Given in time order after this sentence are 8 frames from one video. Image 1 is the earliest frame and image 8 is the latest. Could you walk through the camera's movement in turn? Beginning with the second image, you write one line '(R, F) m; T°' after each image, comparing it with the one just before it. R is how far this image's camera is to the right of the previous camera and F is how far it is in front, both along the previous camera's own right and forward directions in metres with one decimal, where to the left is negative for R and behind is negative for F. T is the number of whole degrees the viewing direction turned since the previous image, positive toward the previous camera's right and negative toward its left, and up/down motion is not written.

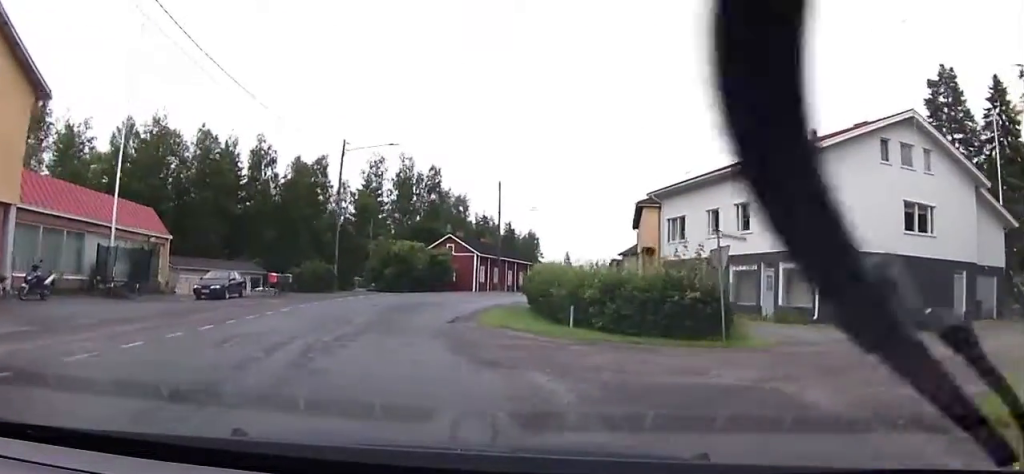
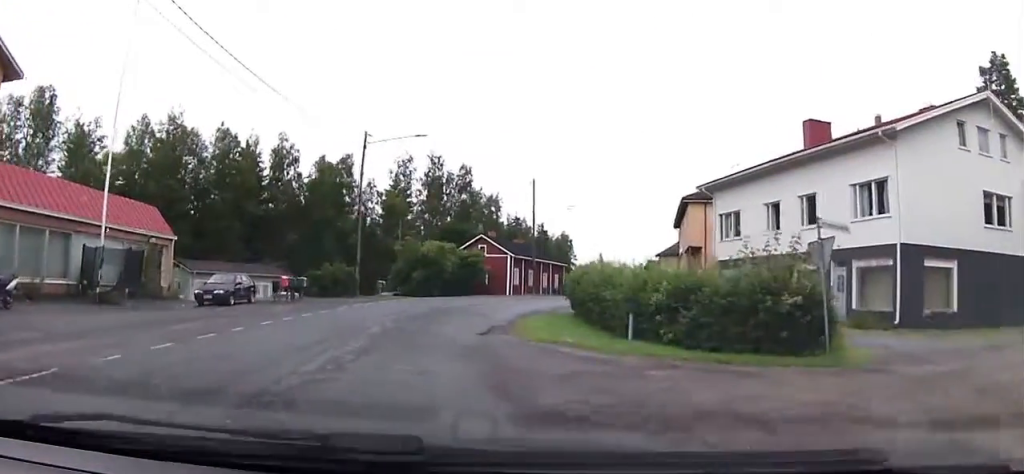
(-0.1, +3.6) m; -4°
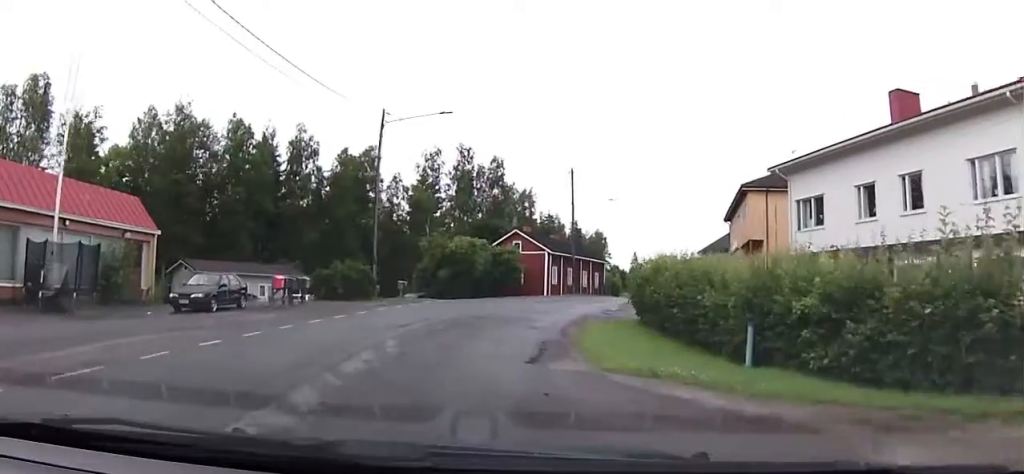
(-0.3, +5.5) m; -3°
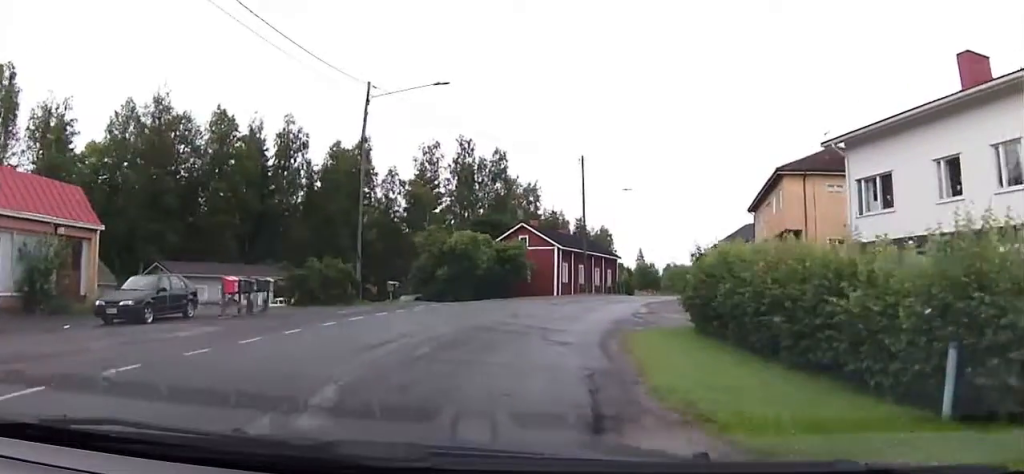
(0.0, +5.3) m; 0°
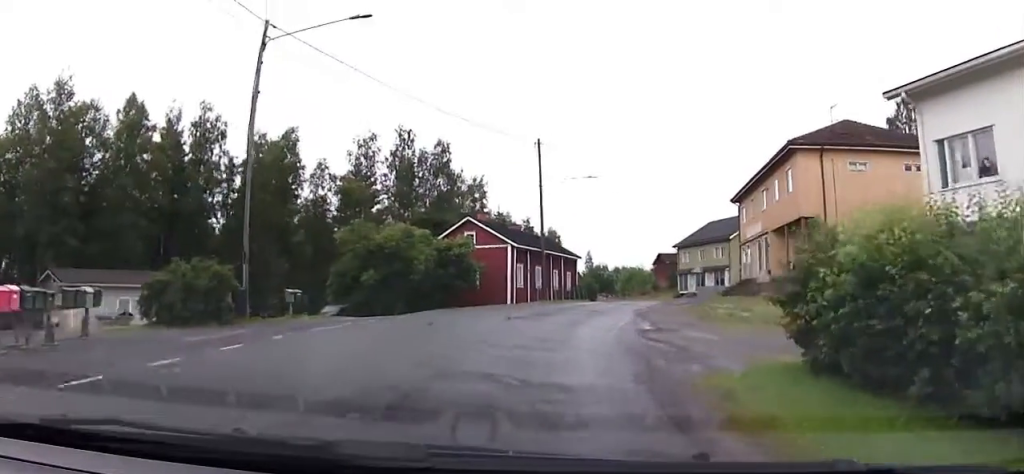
(+0.1, +8.6) m; 0°
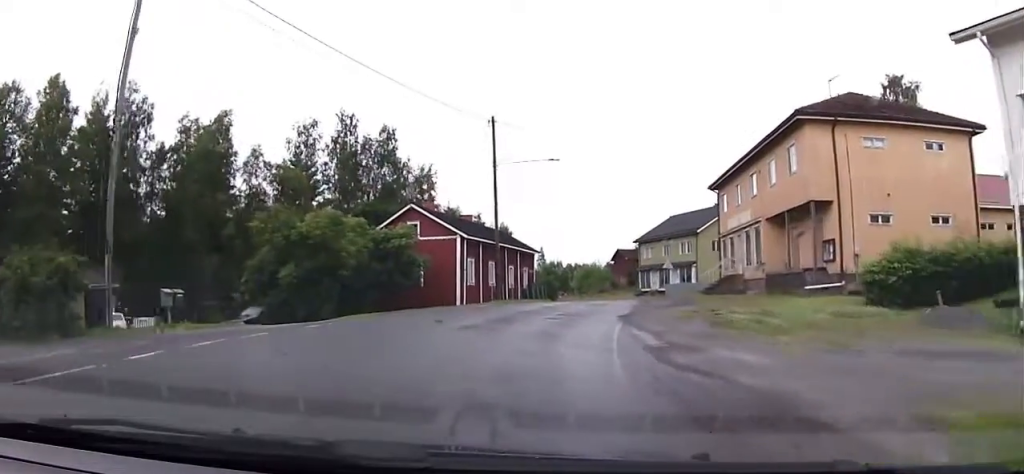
(0.0, +6.0) m; +2°
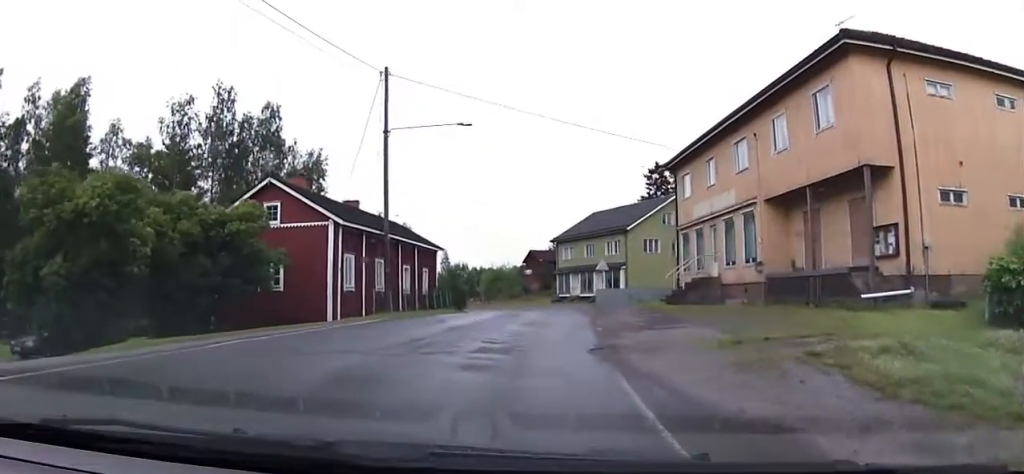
(+0.6, +10.7) m; +7°
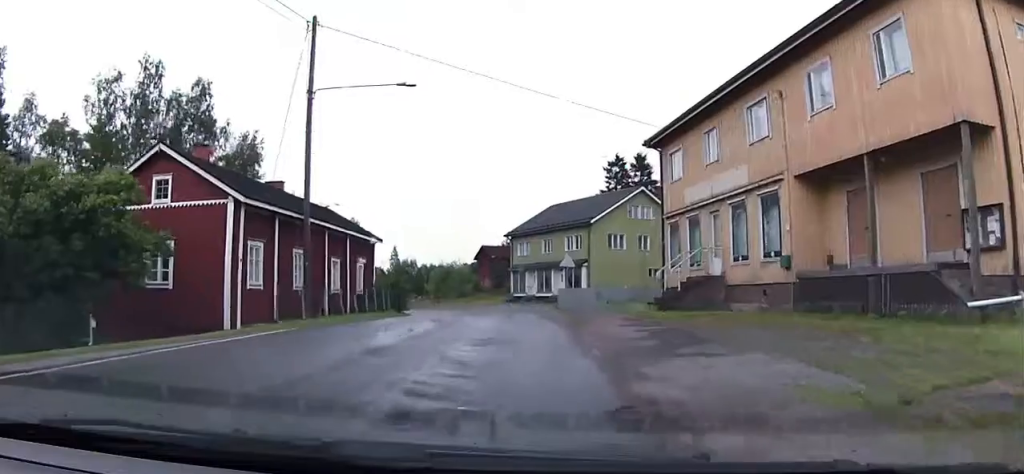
(0.0, +6.2) m; +8°
